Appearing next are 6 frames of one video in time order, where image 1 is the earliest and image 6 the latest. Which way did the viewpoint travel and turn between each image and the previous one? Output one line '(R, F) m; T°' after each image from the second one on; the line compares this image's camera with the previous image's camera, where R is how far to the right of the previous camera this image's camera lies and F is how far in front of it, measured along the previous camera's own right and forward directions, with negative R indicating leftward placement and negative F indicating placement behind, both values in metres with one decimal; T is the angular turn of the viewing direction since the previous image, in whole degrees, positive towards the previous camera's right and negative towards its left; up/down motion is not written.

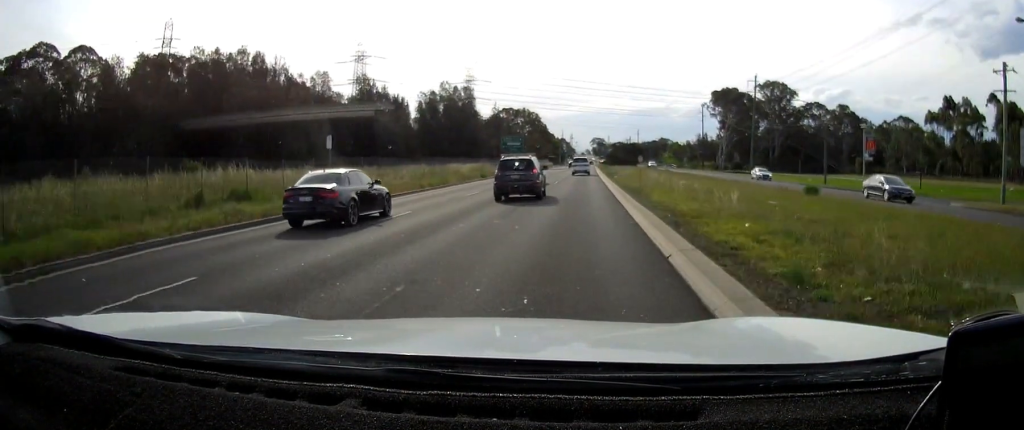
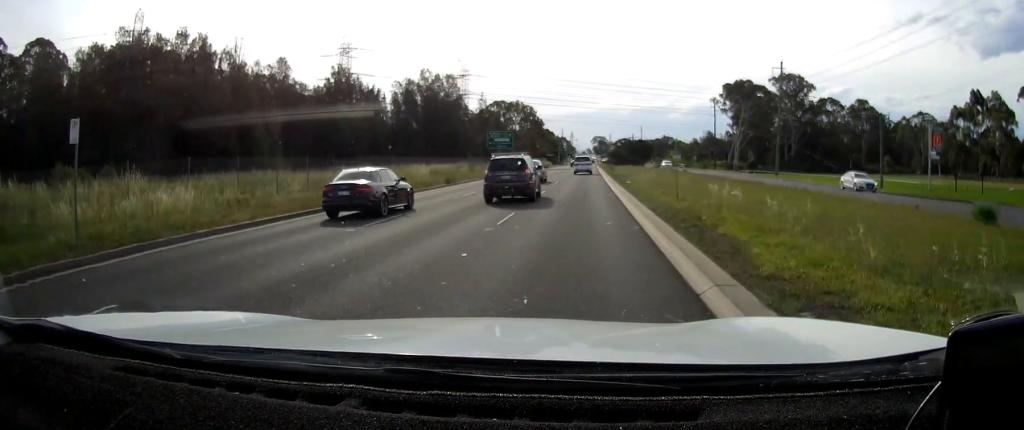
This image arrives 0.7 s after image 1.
(0.0, +13.4) m; 0°
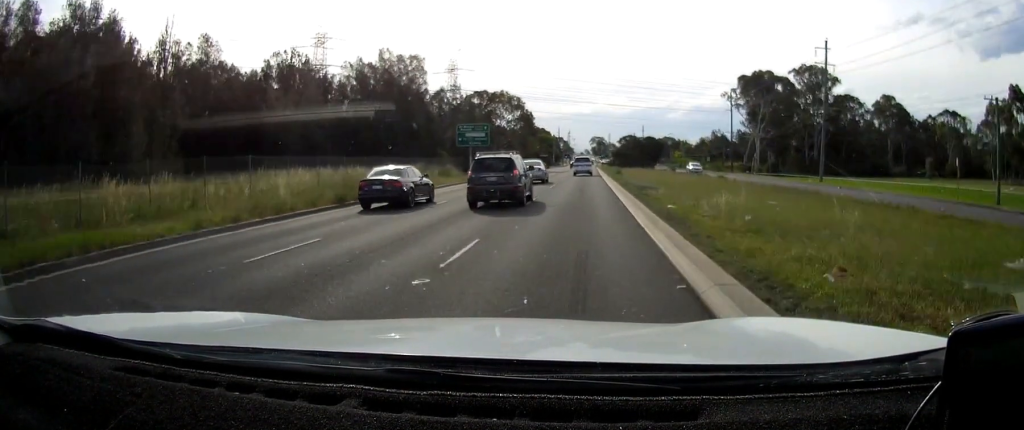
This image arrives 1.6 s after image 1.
(0.0, +18.3) m; 0°
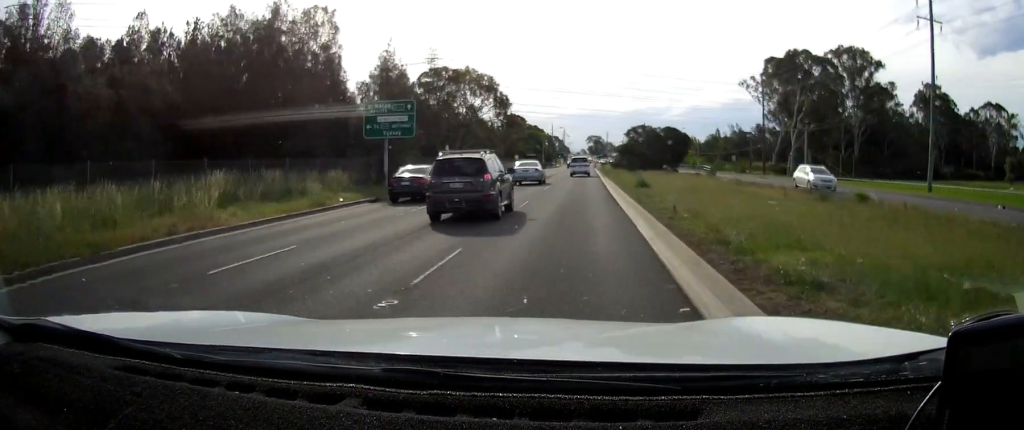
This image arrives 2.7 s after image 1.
(0.0, +23.5) m; 0°
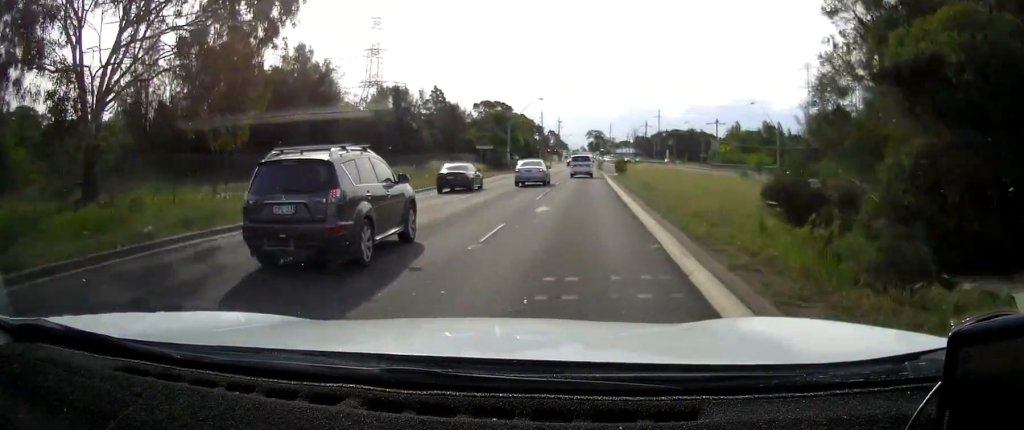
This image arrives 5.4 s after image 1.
(0.0, +55.1) m; 0°
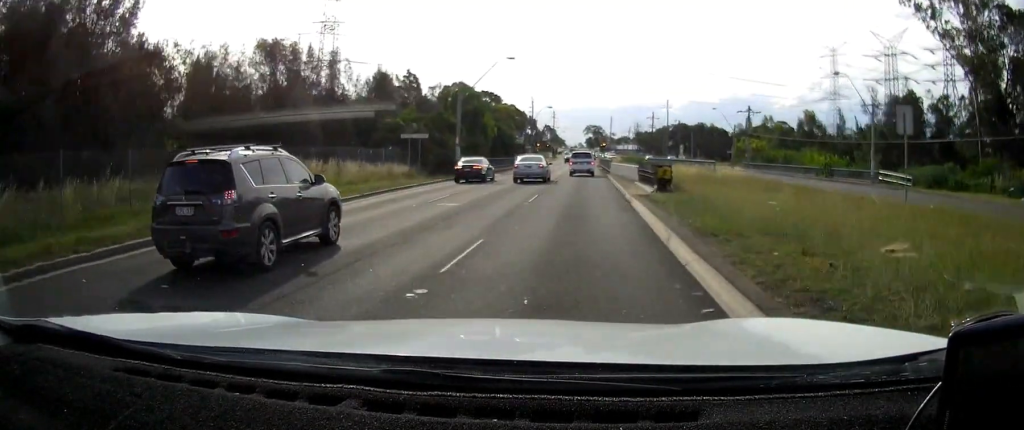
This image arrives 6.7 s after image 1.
(+0.1, +26.9) m; 0°
